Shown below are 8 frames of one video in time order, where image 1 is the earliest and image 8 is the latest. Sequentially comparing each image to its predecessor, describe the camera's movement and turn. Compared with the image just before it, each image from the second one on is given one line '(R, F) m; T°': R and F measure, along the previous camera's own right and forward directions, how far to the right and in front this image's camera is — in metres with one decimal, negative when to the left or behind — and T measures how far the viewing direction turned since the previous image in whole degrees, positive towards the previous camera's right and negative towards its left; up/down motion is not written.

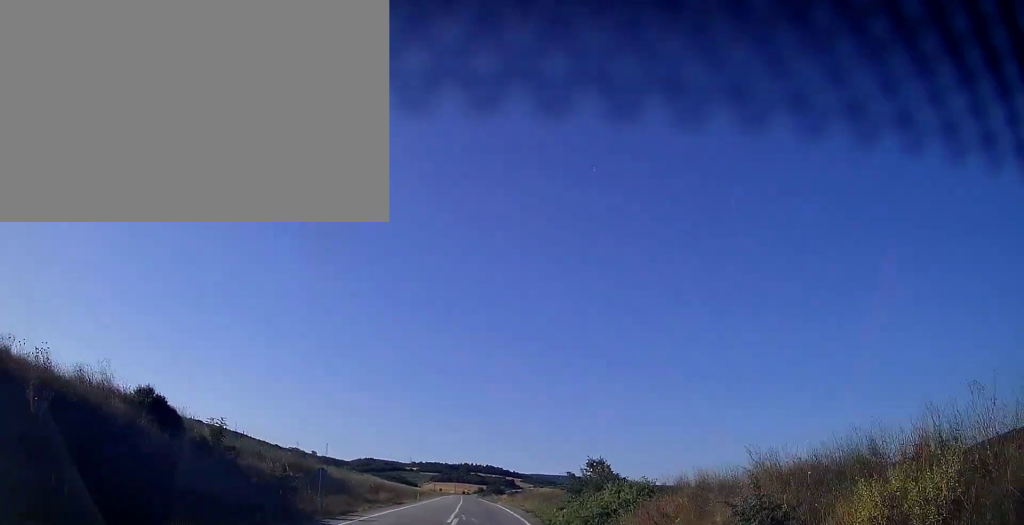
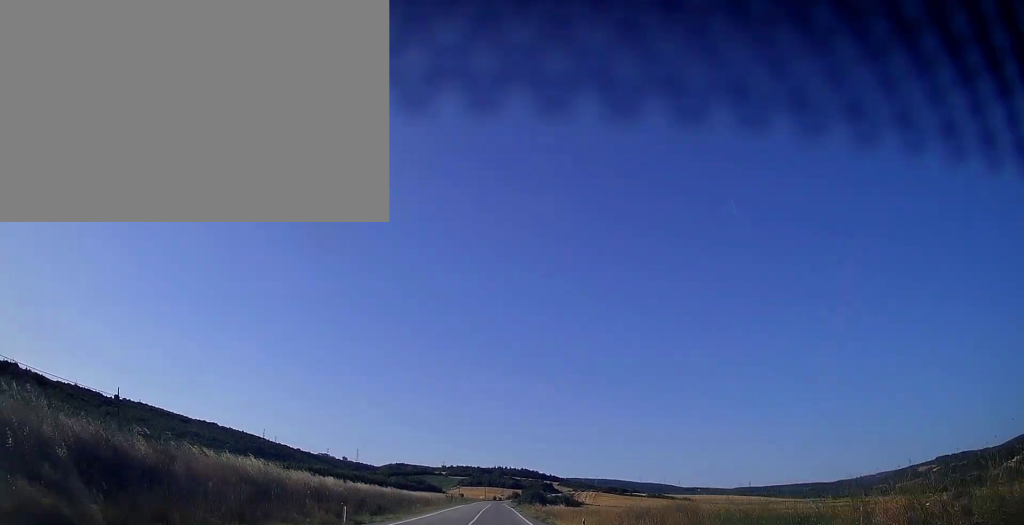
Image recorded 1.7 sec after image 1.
(-1.4, +42.7) m; -4°
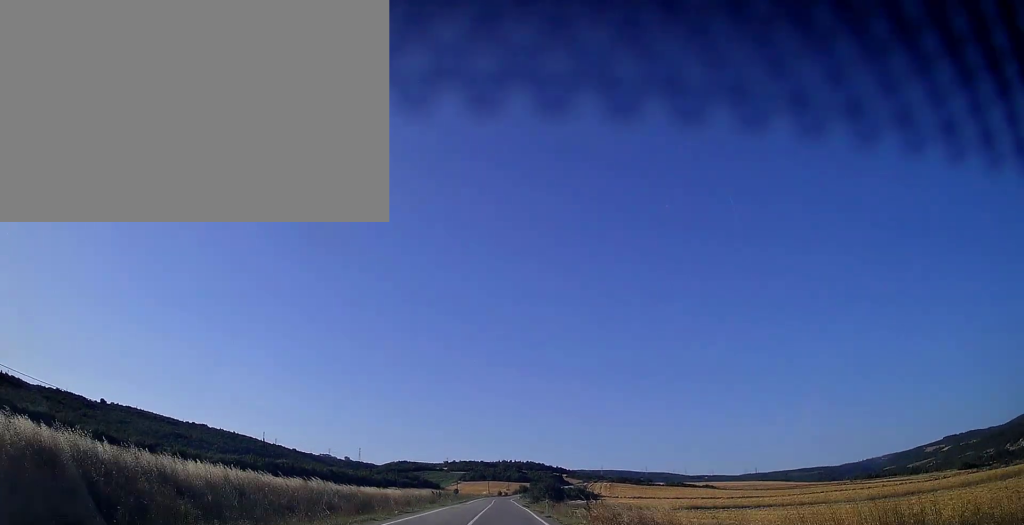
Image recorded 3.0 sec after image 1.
(-0.6, +32.3) m; -1°
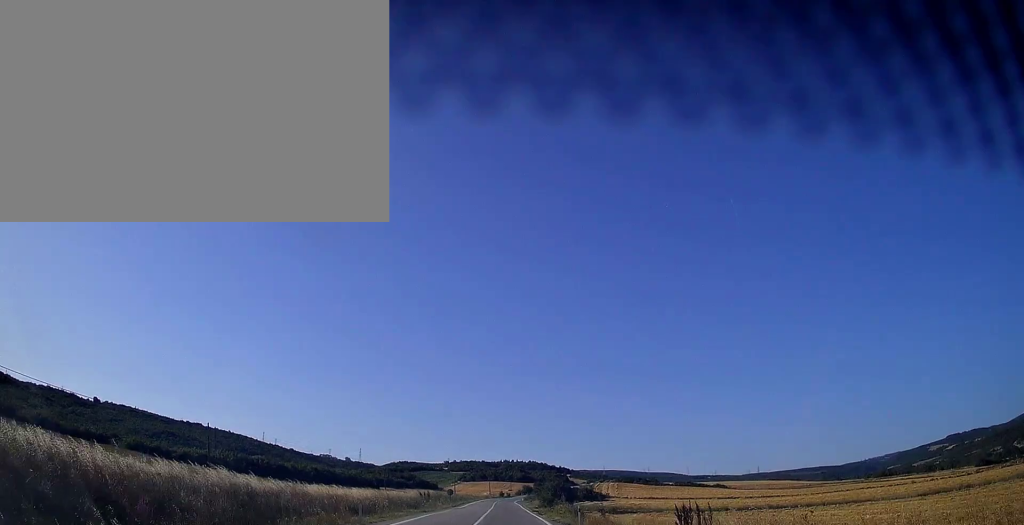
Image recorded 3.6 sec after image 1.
(0.0, +14.2) m; 0°
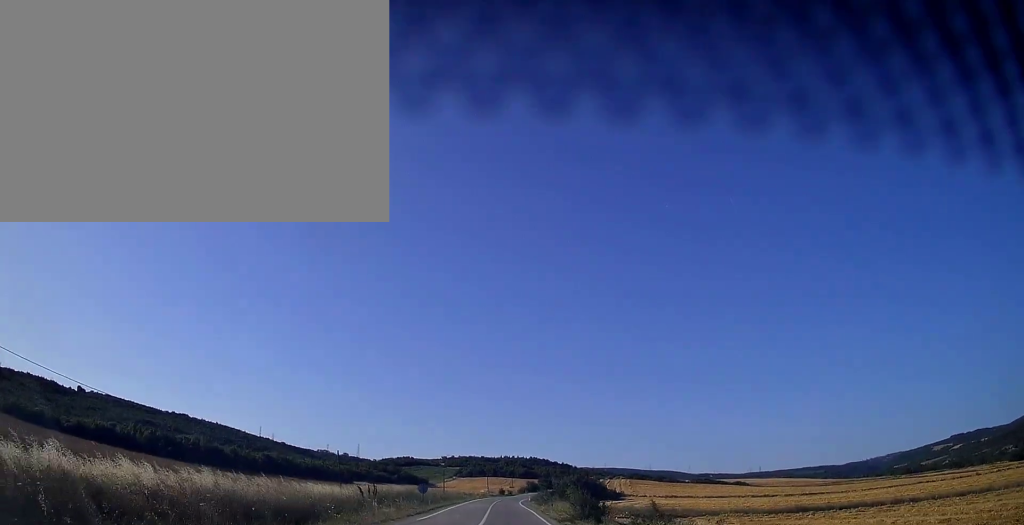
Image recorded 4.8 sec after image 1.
(-0.1, +30.4) m; 0°
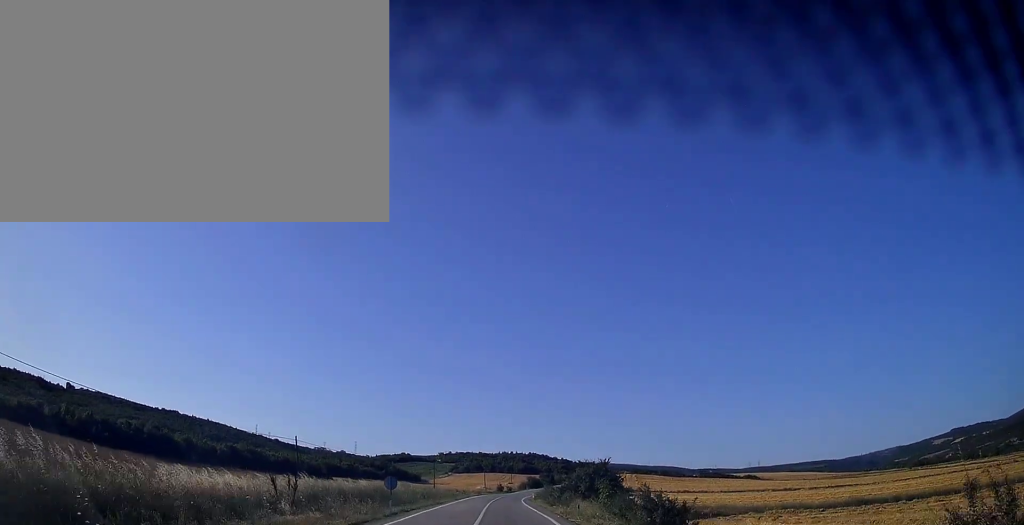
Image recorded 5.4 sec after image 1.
(-0.1, +15.3) m; 0°
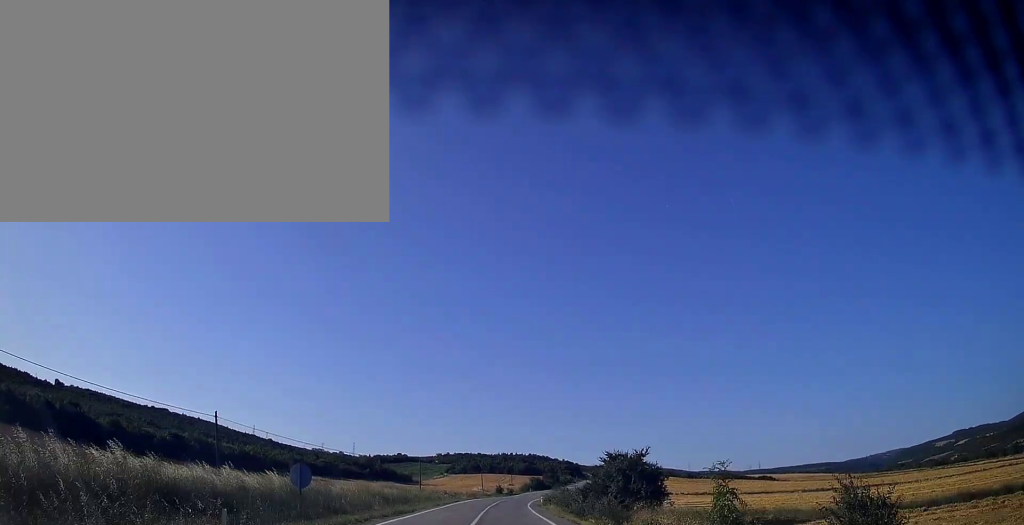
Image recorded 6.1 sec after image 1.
(+0.1, +18.0) m; 0°
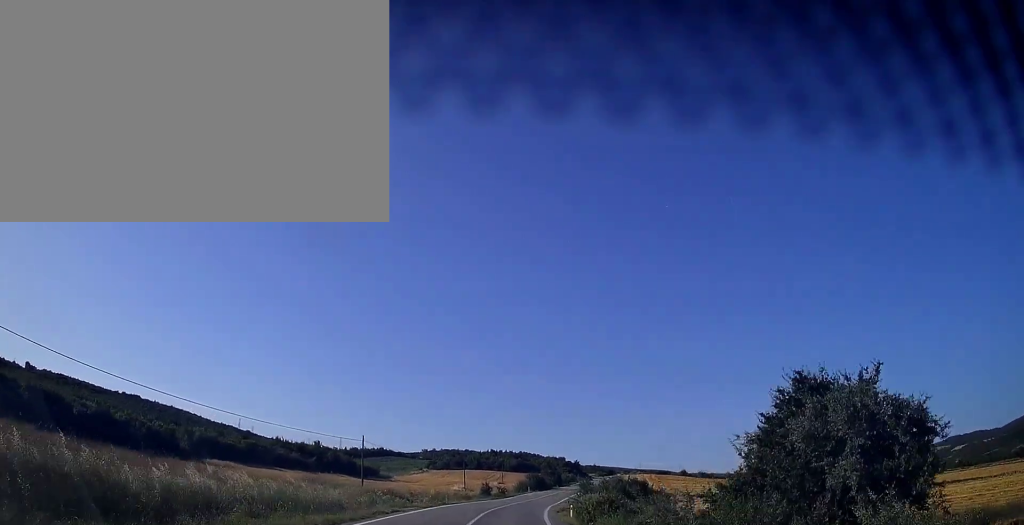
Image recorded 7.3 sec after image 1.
(+0.1, +31.9) m; +1°
